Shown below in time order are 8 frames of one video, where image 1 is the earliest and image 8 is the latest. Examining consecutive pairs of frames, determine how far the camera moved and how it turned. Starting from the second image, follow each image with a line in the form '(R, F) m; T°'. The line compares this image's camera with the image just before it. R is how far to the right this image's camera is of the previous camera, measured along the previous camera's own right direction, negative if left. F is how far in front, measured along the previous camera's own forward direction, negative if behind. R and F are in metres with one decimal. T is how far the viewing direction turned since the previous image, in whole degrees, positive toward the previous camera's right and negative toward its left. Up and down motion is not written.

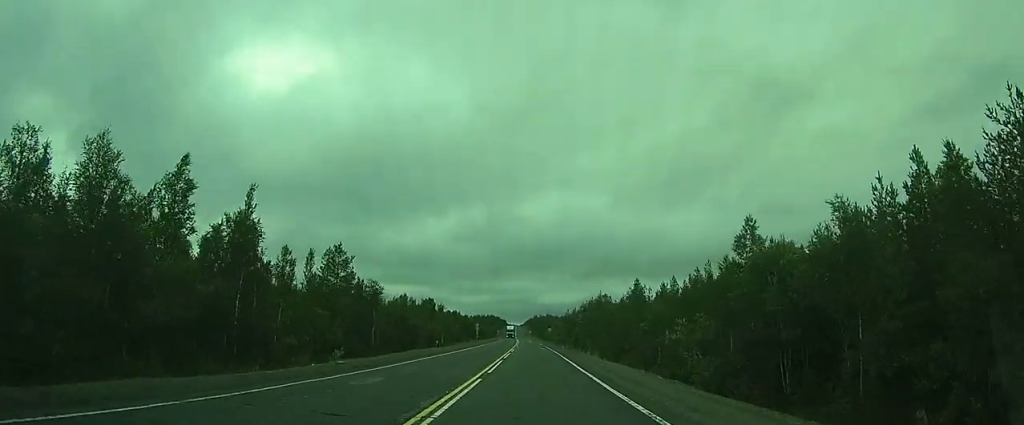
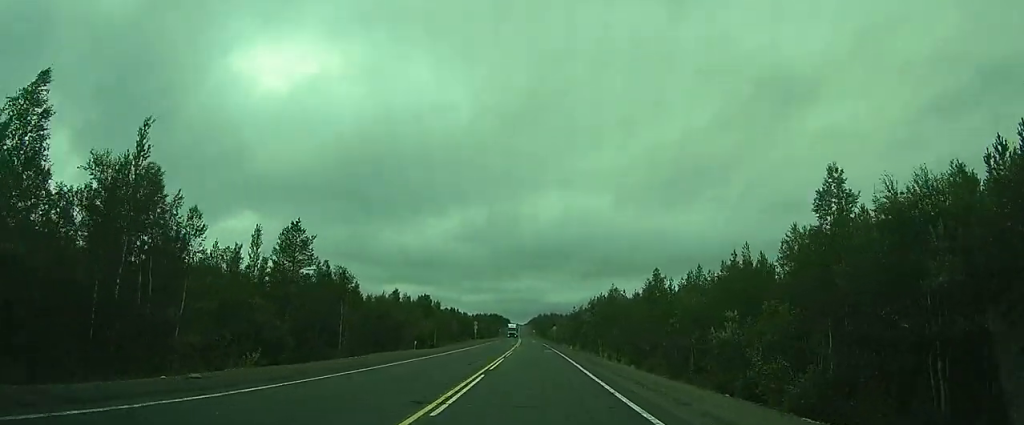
(0.0, +10.7) m; 0°
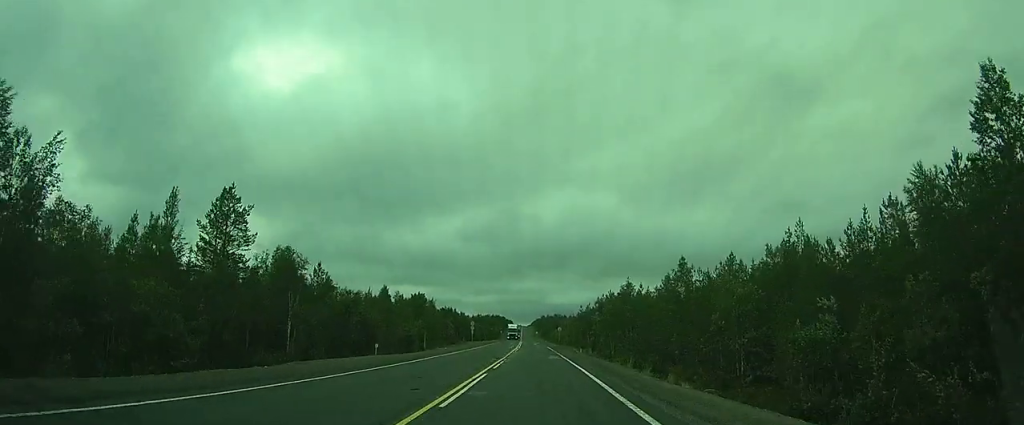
(0.0, +10.7) m; 0°
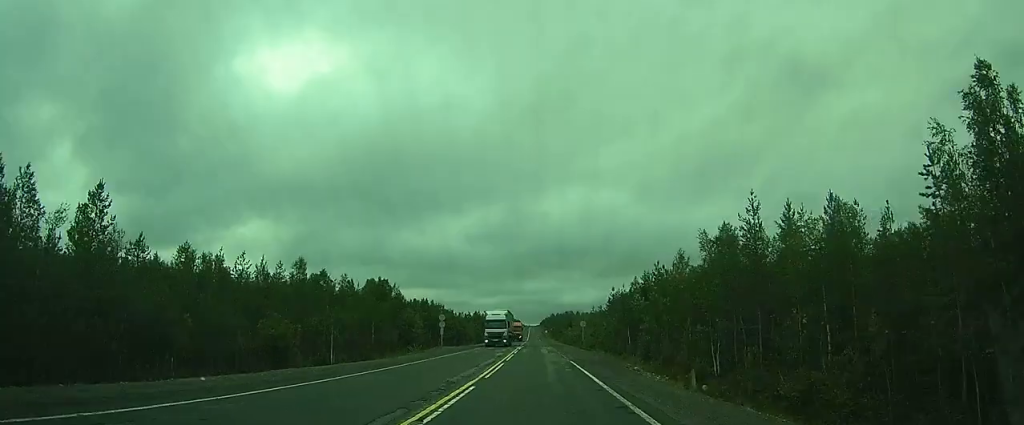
(-0.1, +39.5) m; 0°
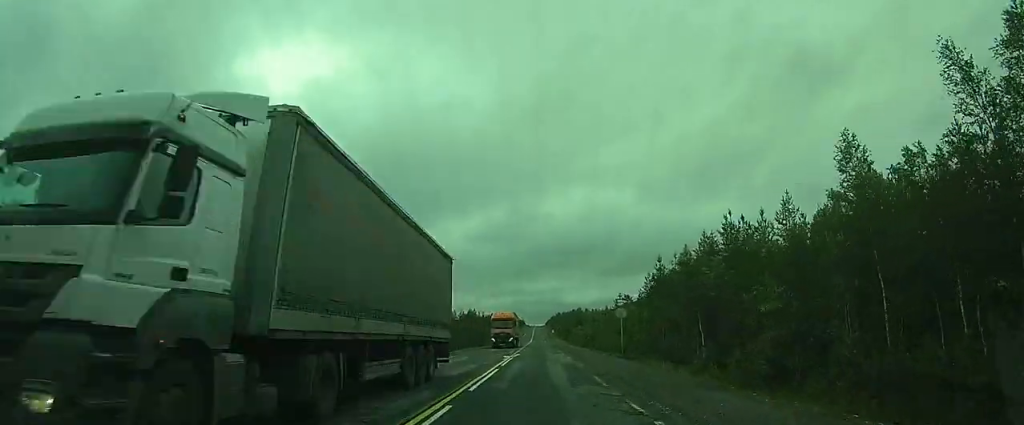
(0.0, +27.3) m; 0°
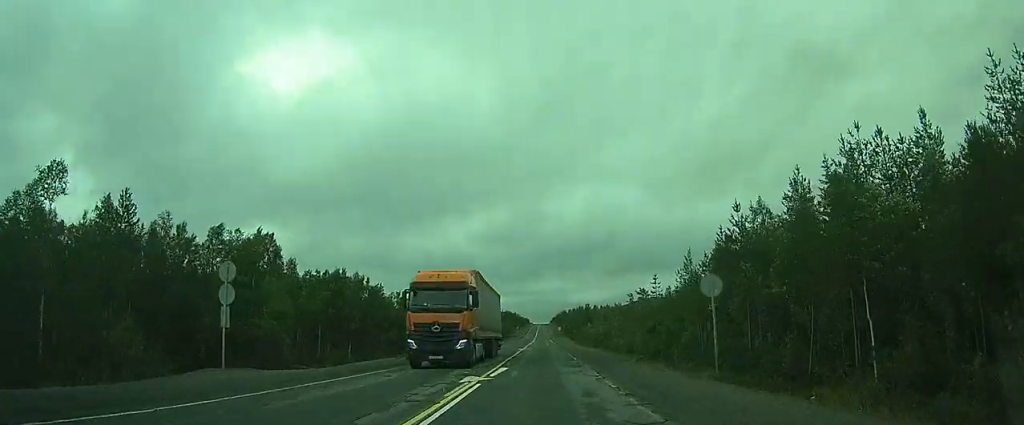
(-0.2, +19.0) m; 0°
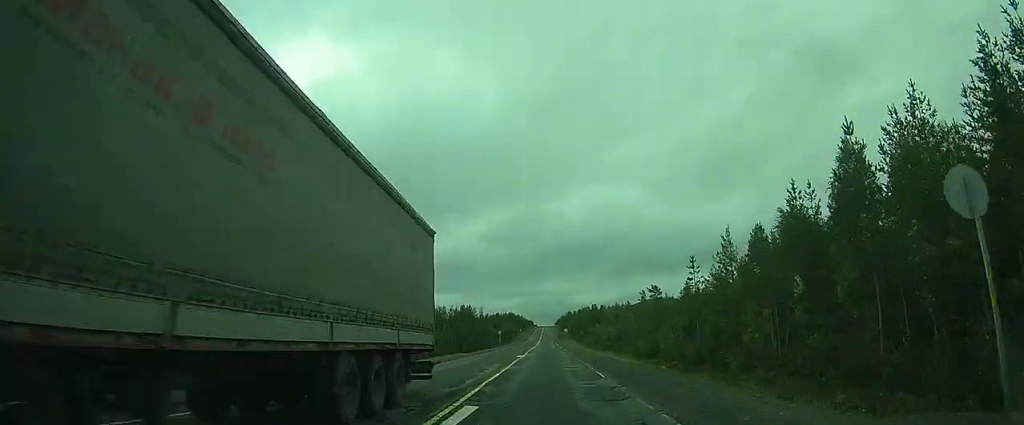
(0.0, +11.4) m; 0°
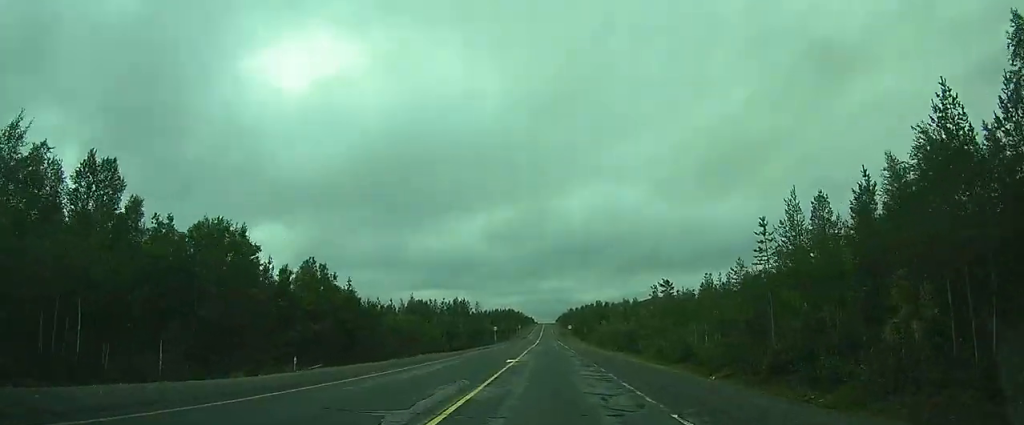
(0.0, +12.2) m; 0°
